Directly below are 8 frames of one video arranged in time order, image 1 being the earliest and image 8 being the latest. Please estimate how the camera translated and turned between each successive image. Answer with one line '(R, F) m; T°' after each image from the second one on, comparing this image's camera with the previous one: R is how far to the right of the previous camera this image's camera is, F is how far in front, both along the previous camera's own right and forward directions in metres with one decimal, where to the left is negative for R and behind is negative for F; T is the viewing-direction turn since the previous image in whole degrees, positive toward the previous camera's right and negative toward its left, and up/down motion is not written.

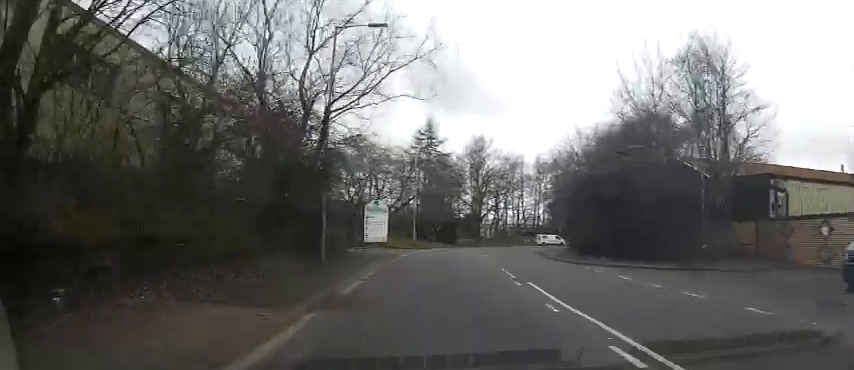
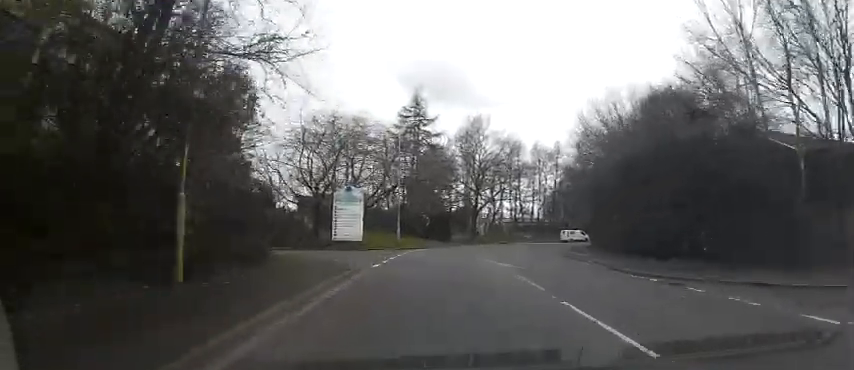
(+0.2, +9.4) m; +2°
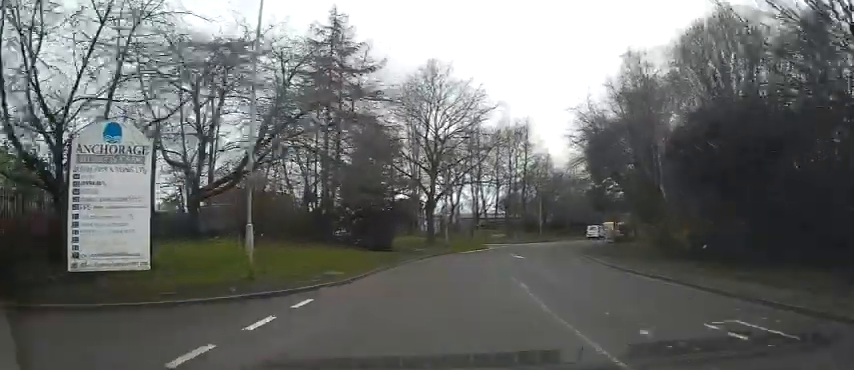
(+0.7, +20.4) m; +3°
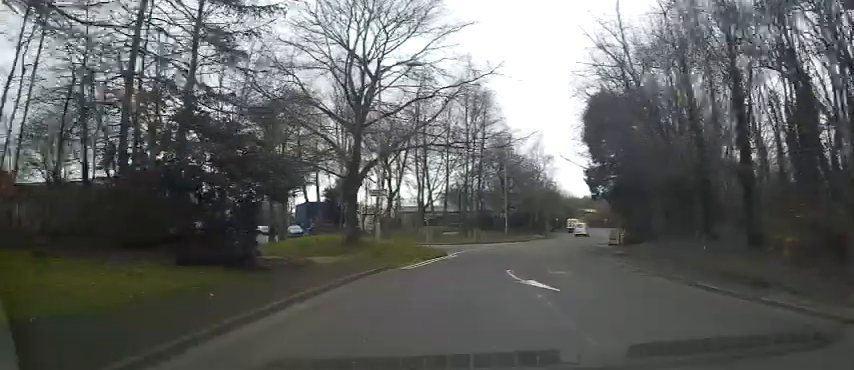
(+0.1, +14.8) m; +7°
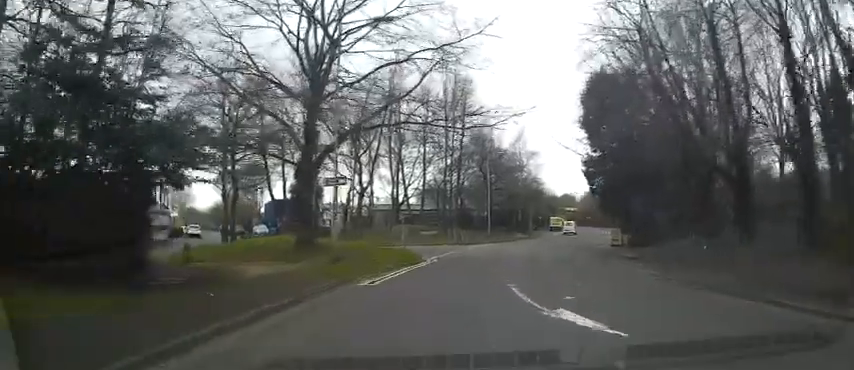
(+0.7, +5.3) m; +3°
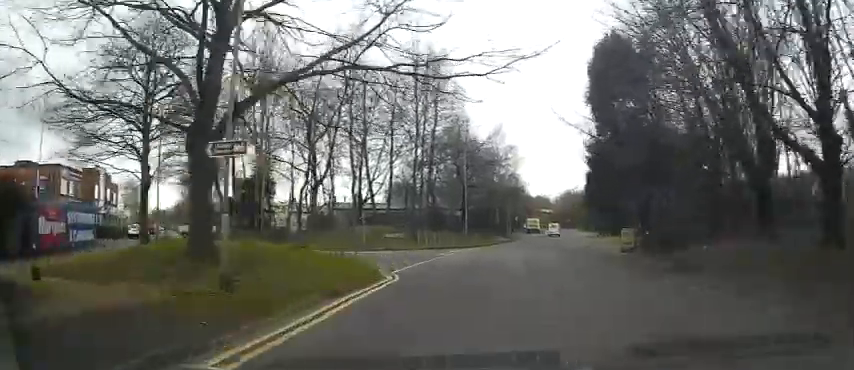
(+0.2, +7.2) m; +3°
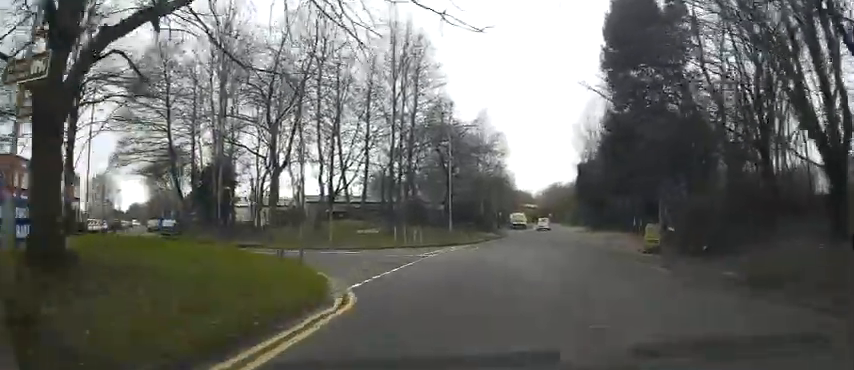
(-0.2, +5.6) m; +1°
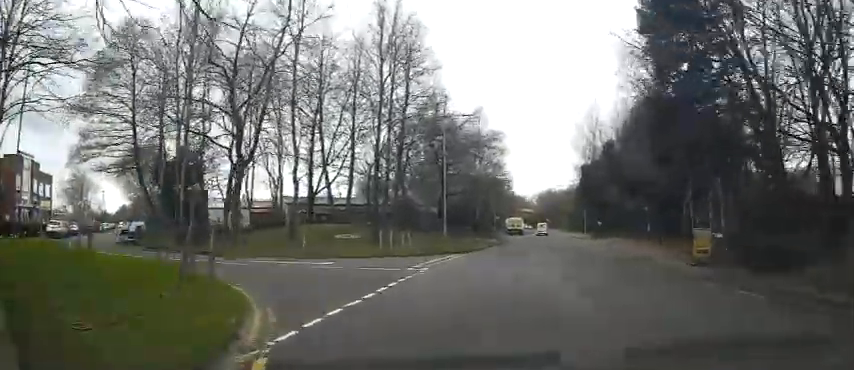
(+0.6, +5.2) m; -3°
